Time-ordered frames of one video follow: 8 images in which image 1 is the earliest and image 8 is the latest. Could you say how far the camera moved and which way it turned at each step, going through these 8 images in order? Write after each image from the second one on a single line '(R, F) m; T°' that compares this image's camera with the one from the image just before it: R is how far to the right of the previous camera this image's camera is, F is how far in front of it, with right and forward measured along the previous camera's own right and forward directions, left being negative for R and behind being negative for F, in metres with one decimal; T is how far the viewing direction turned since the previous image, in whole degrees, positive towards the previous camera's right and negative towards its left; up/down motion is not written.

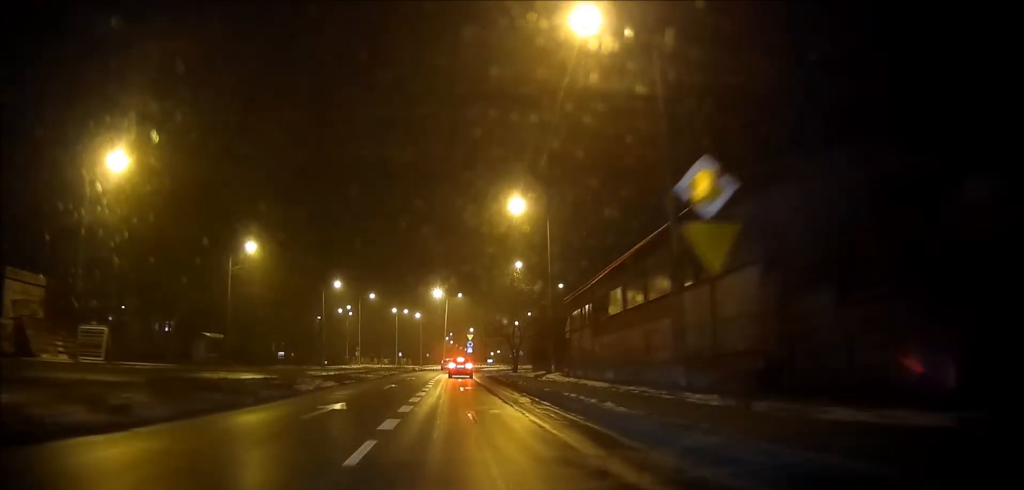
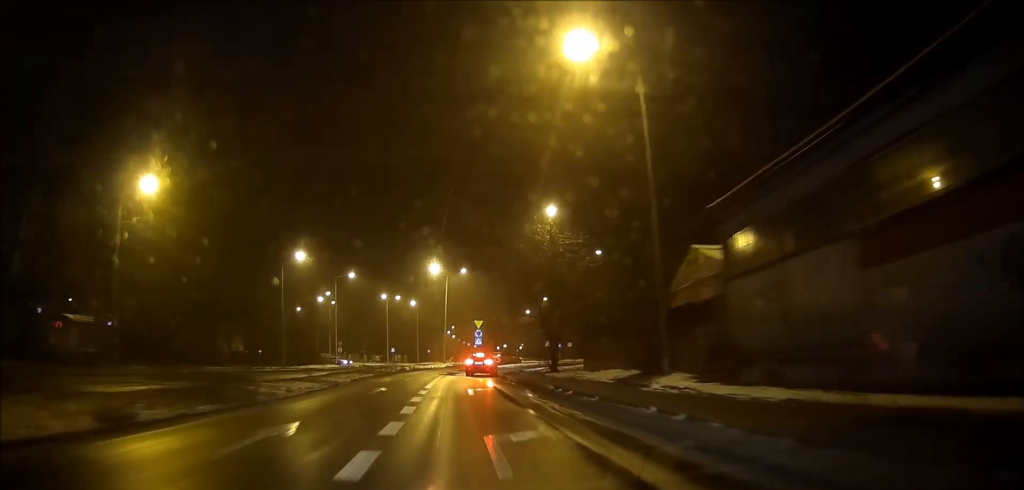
(0.0, +22.1) m; 0°
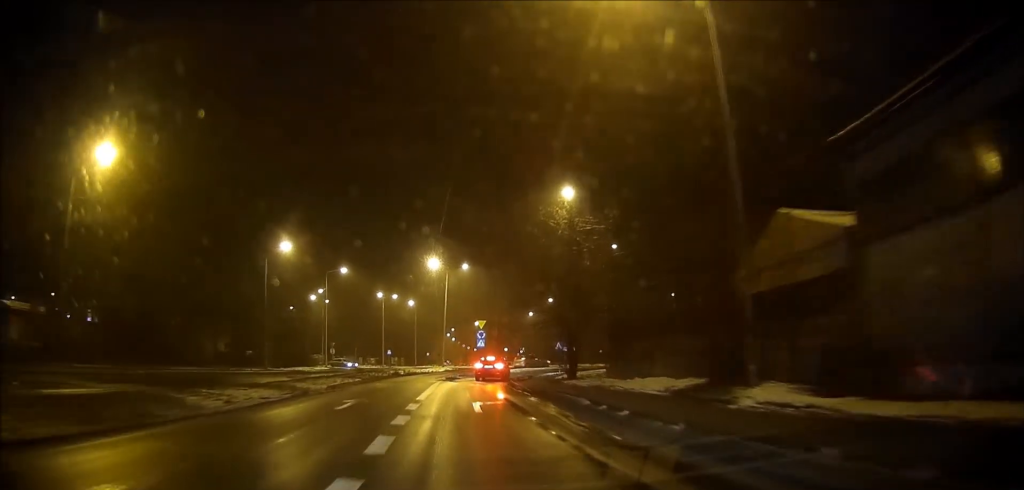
(0.0, +6.4) m; 0°
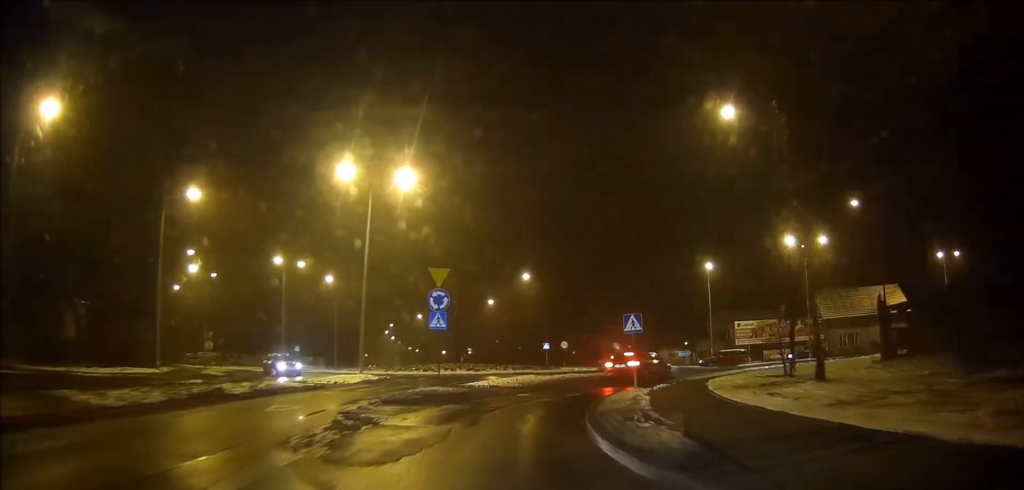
(+0.6, +34.7) m; +3°
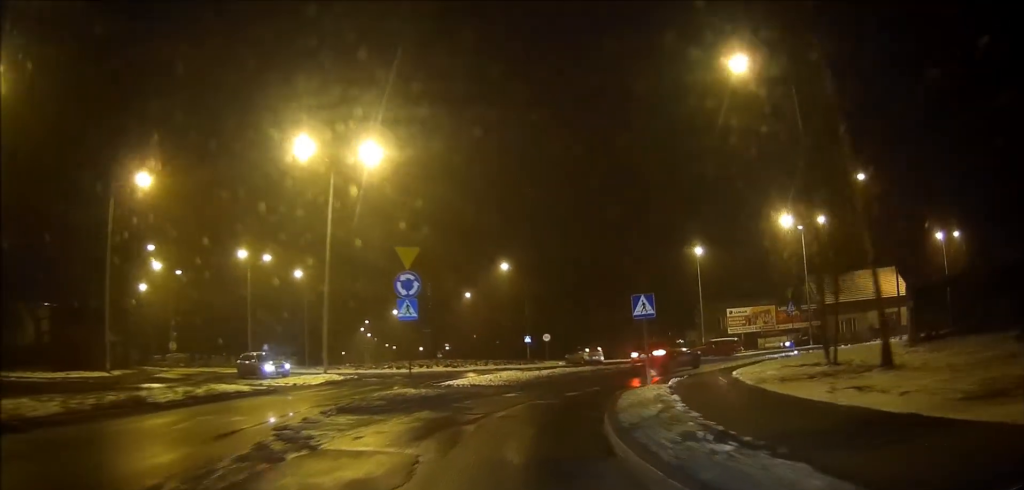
(0.0, +4.3) m; +2°
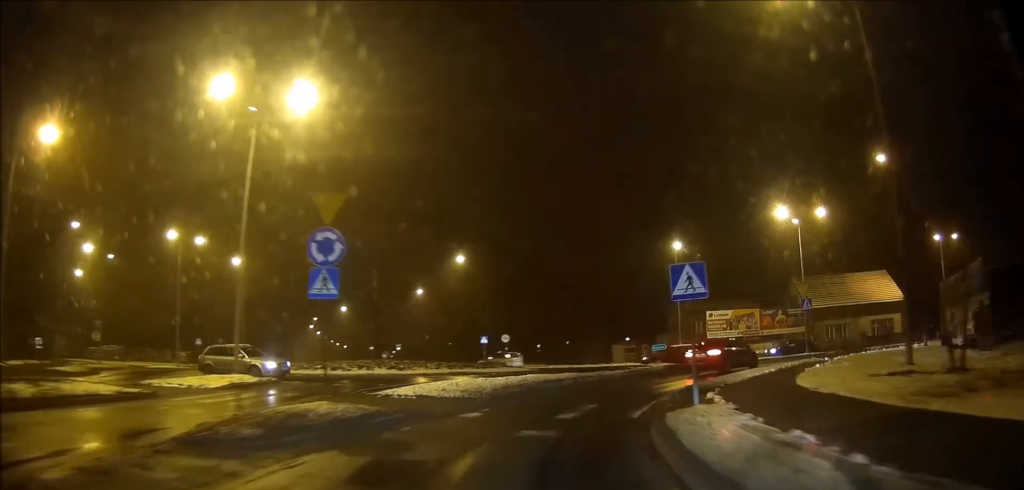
(+0.1, +7.4) m; +5°
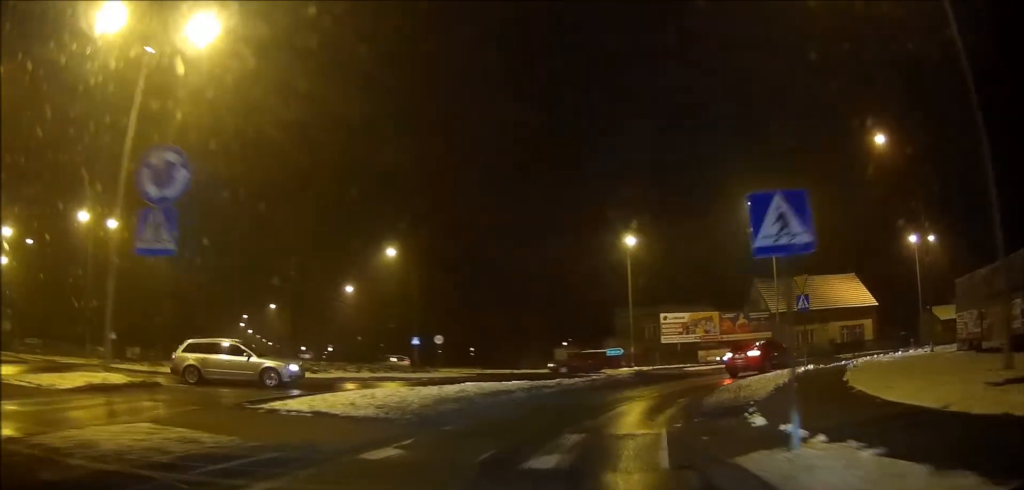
(+0.4, +5.8) m; +5°
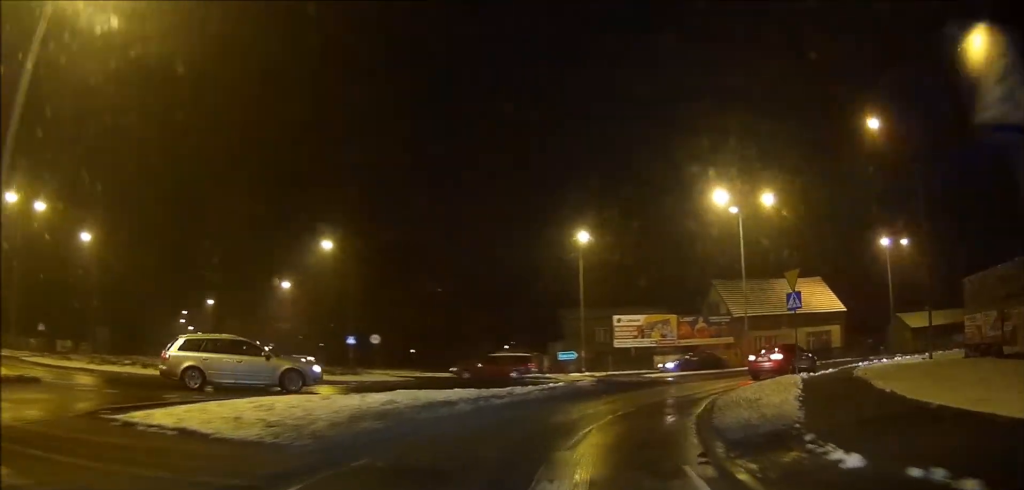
(+0.1, +4.0) m; +4°
